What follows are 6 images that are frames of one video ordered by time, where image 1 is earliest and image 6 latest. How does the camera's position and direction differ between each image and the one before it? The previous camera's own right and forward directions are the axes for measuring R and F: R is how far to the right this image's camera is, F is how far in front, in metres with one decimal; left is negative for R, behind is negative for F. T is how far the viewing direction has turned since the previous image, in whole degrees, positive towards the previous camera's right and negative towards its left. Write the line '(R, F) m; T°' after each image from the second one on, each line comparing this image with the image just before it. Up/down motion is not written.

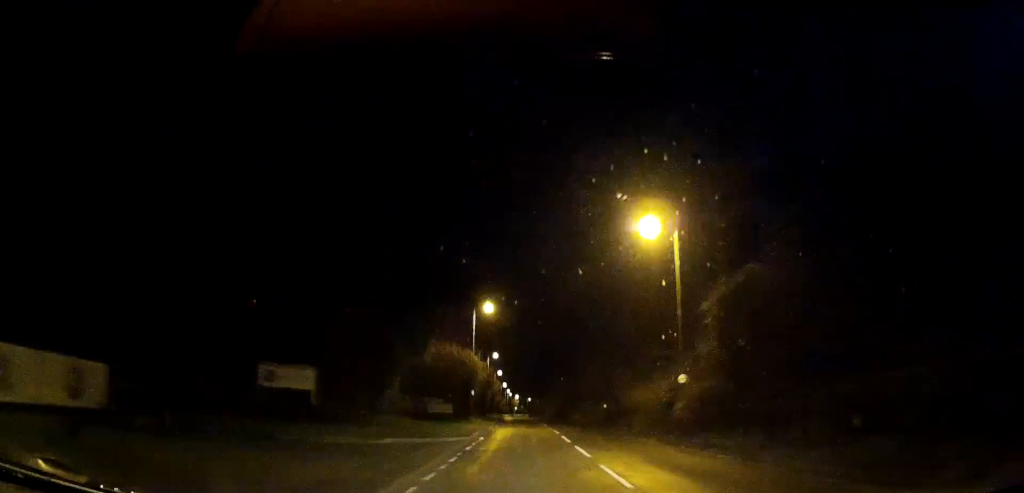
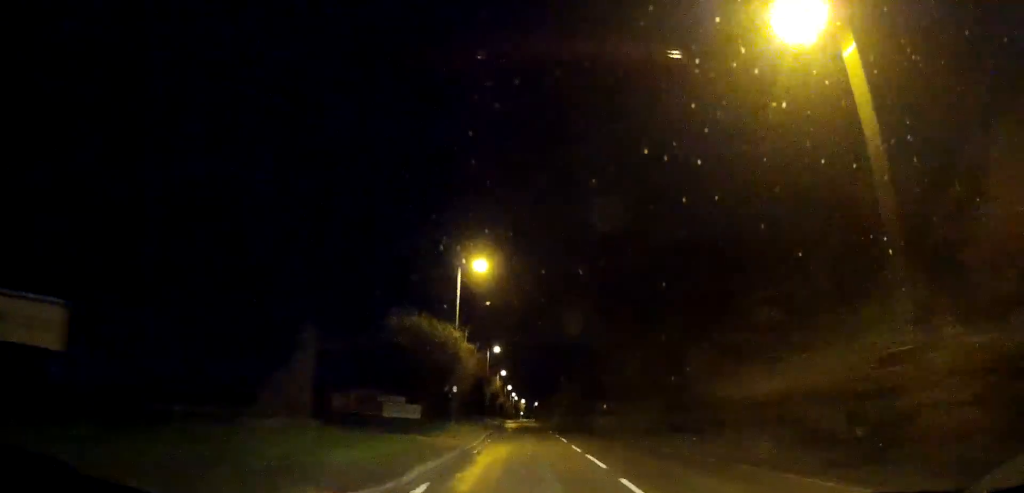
(-0.1, +14.3) m; -1°
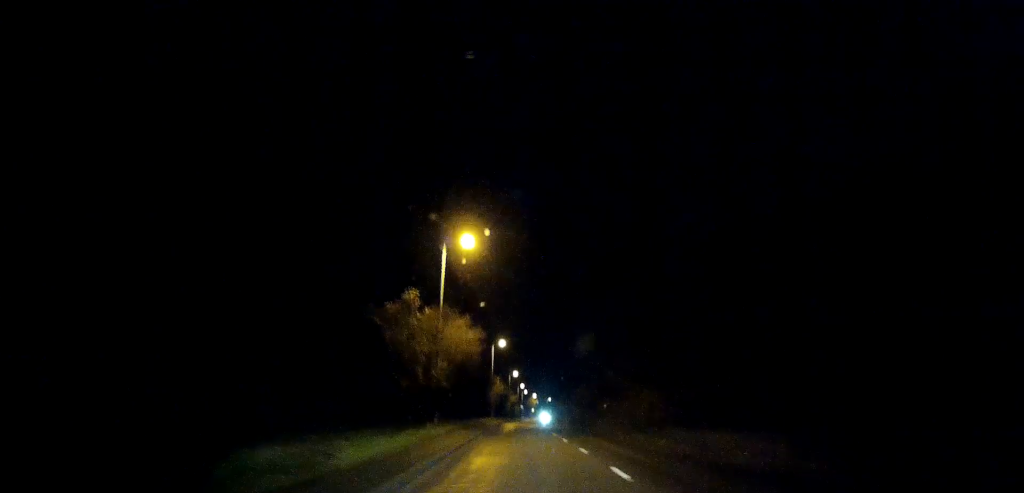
(-1.2, +45.8) m; -3°
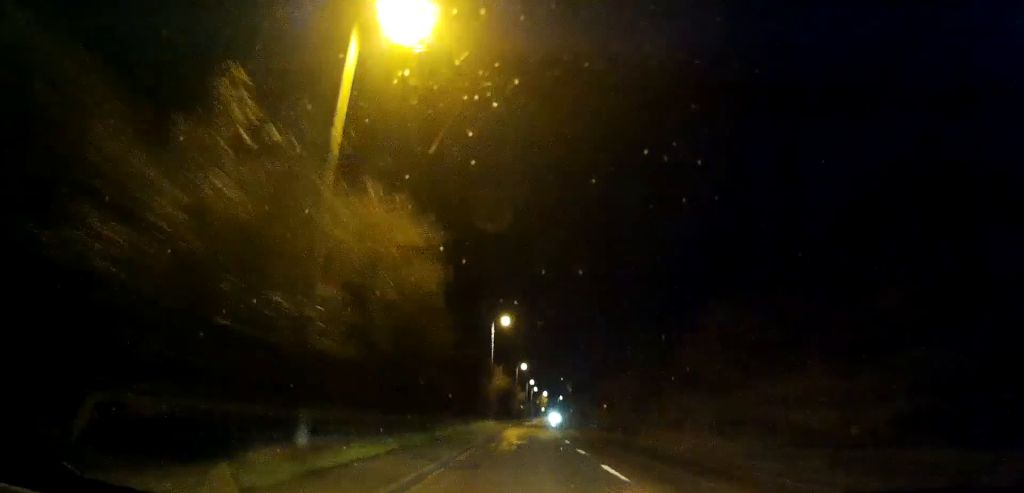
(-0.1, +17.0) m; 0°
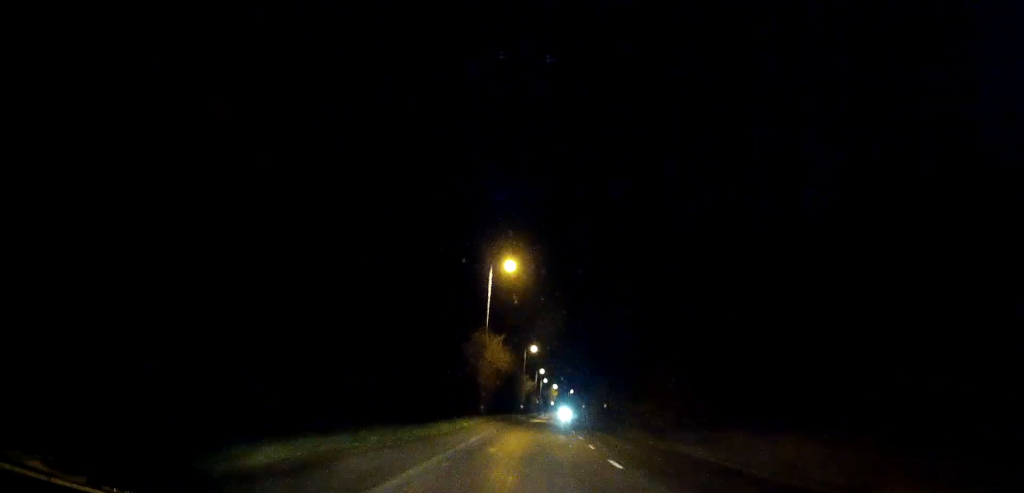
(0.0, +17.5) m; 0°
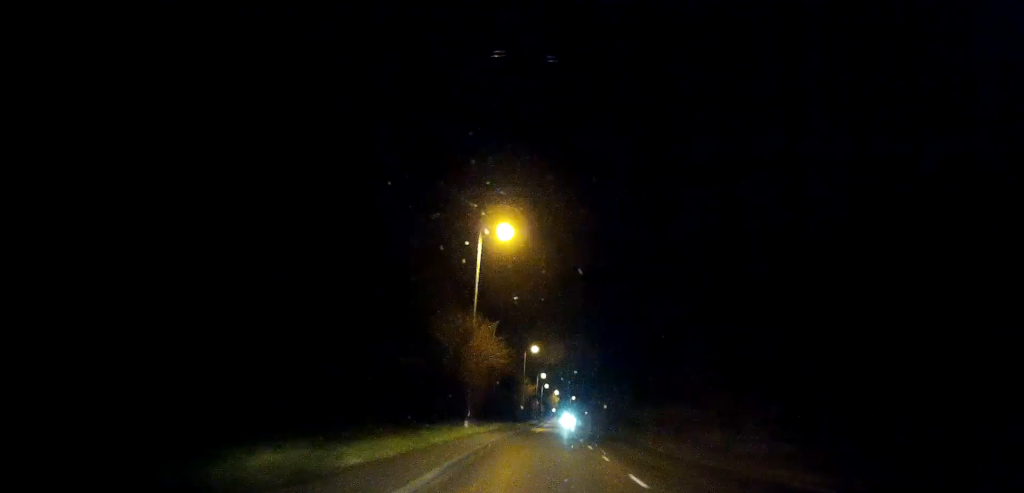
(0.0, +7.8) m; 0°
